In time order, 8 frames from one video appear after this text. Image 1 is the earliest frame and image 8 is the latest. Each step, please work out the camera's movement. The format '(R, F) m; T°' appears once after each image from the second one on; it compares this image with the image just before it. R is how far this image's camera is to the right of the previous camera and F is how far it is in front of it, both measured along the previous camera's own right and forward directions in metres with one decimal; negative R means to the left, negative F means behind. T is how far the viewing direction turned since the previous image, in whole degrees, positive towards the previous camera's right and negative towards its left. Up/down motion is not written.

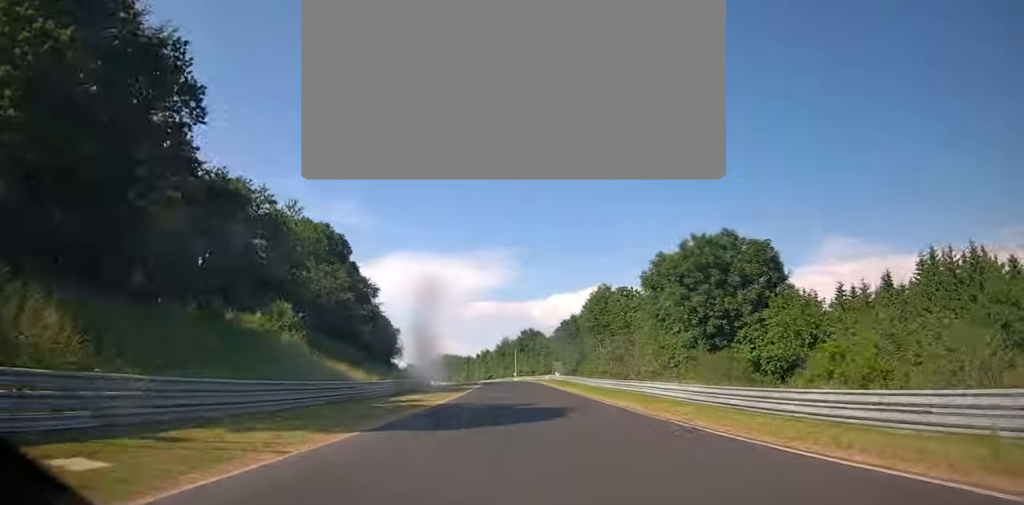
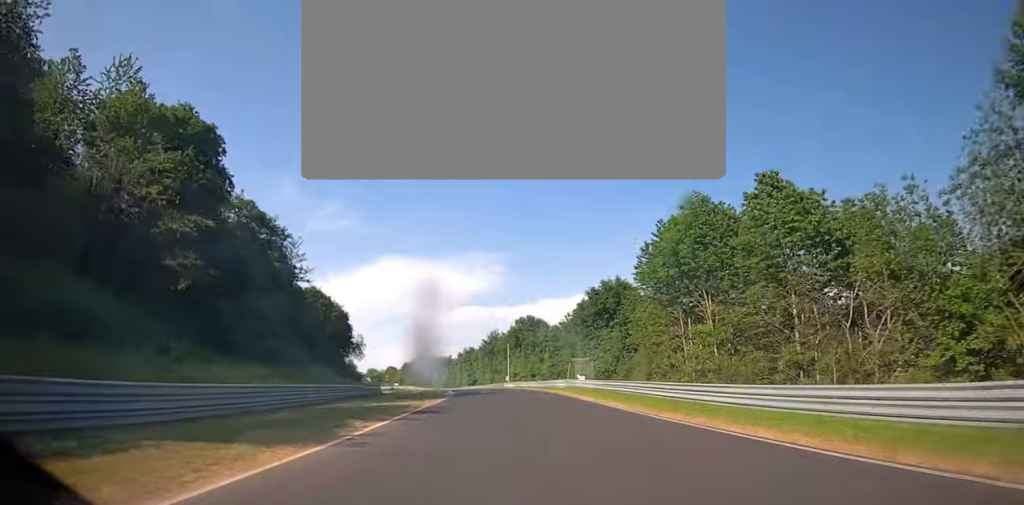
(+0.6, +37.9) m; 0°
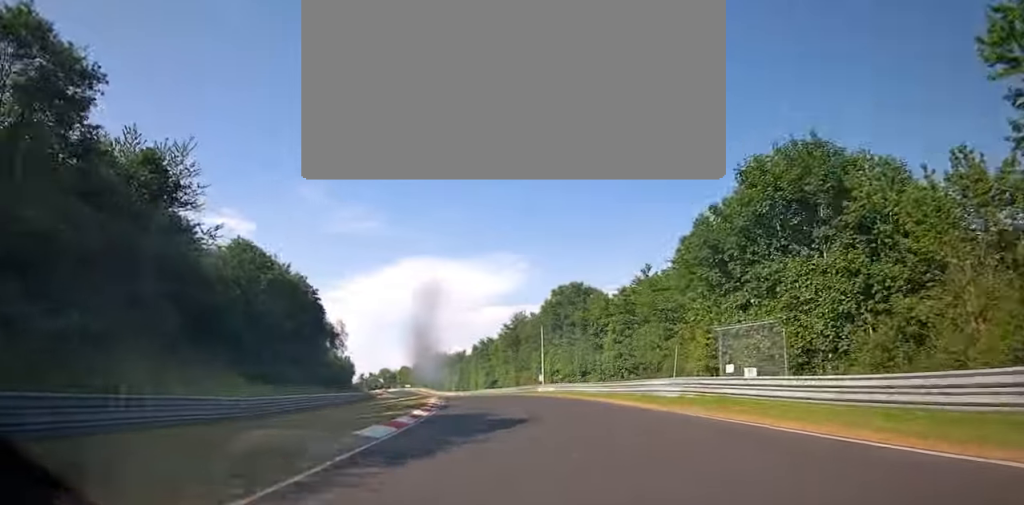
(+0.4, +34.0) m; -2°
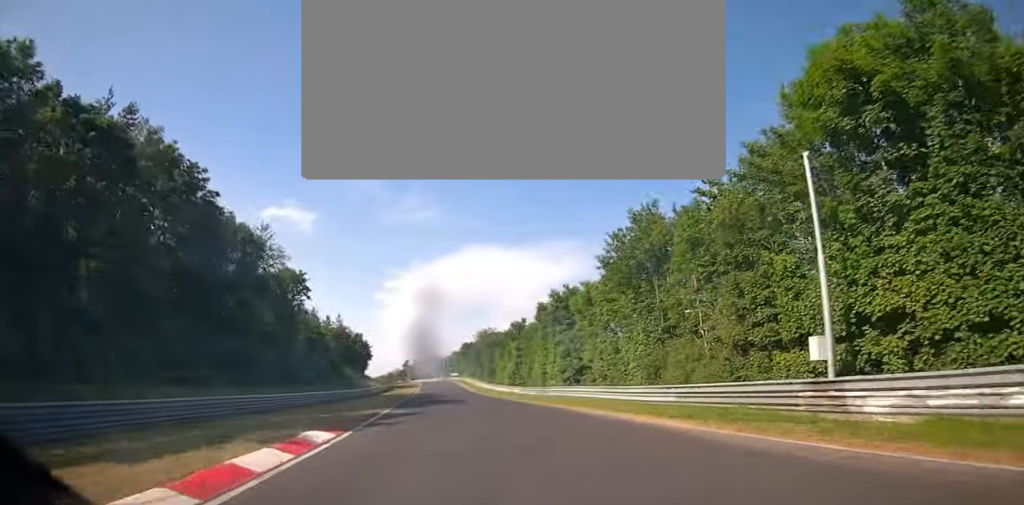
(-2.8, +49.2) m; -5°
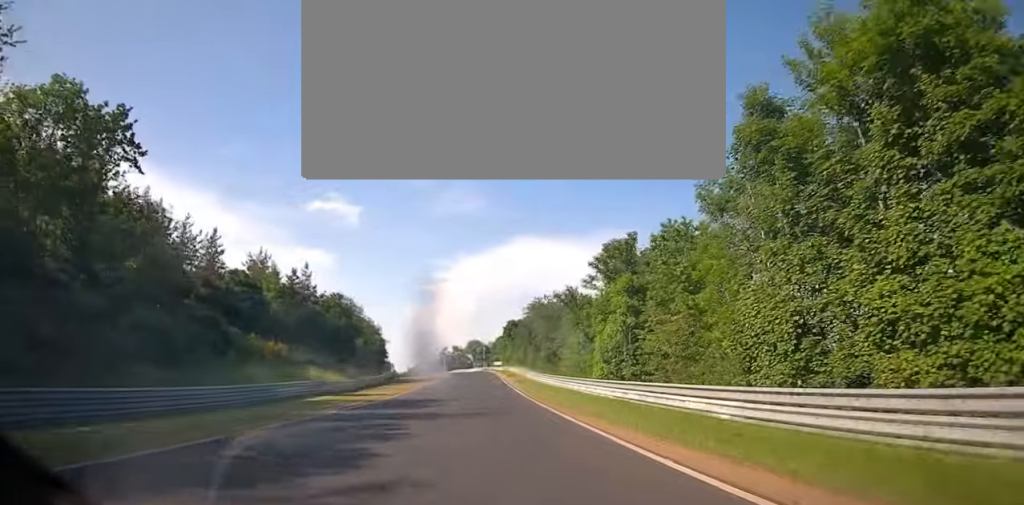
(-1.8, +46.6) m; -4°
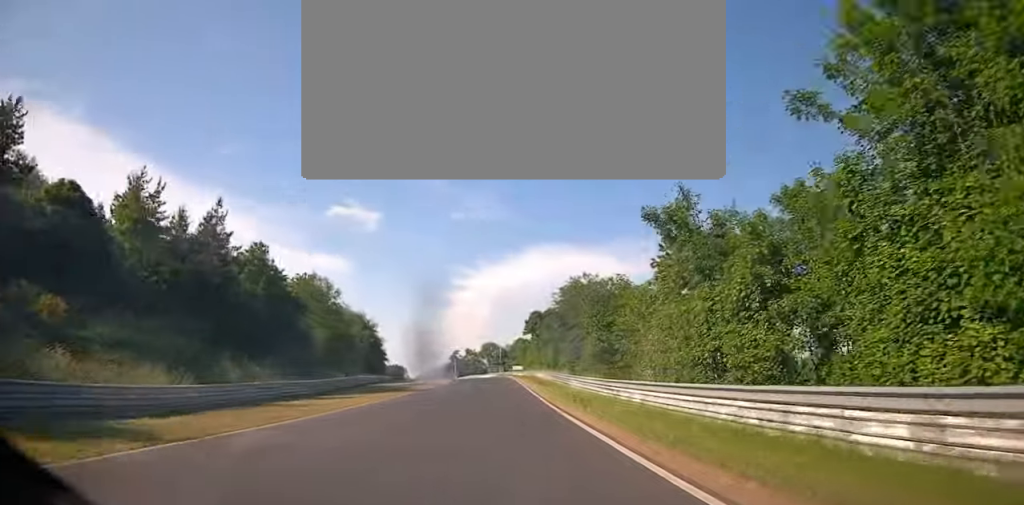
(-0.8, +29.3) m; -2°
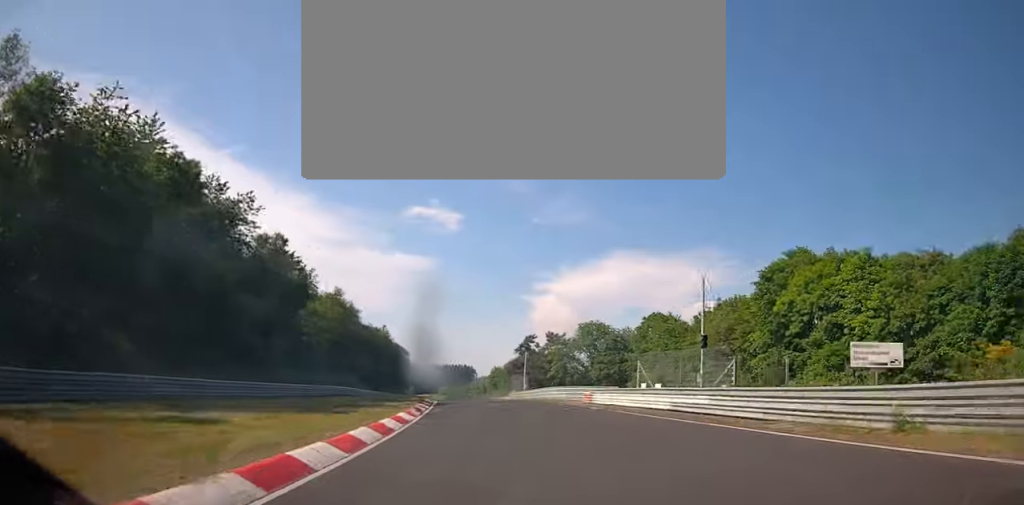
(-7.2, +102.7) m; -8°
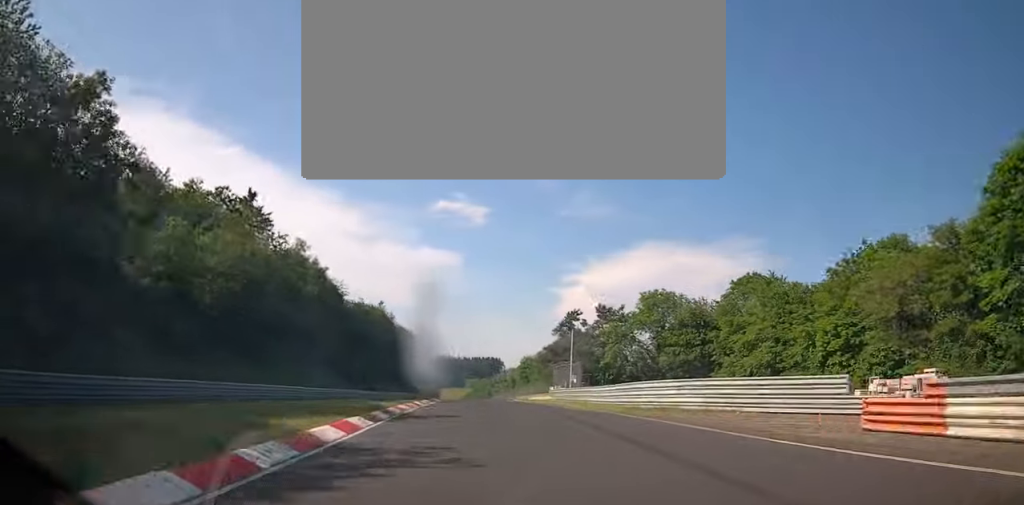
(-0.5, +30.5) m; -2°
